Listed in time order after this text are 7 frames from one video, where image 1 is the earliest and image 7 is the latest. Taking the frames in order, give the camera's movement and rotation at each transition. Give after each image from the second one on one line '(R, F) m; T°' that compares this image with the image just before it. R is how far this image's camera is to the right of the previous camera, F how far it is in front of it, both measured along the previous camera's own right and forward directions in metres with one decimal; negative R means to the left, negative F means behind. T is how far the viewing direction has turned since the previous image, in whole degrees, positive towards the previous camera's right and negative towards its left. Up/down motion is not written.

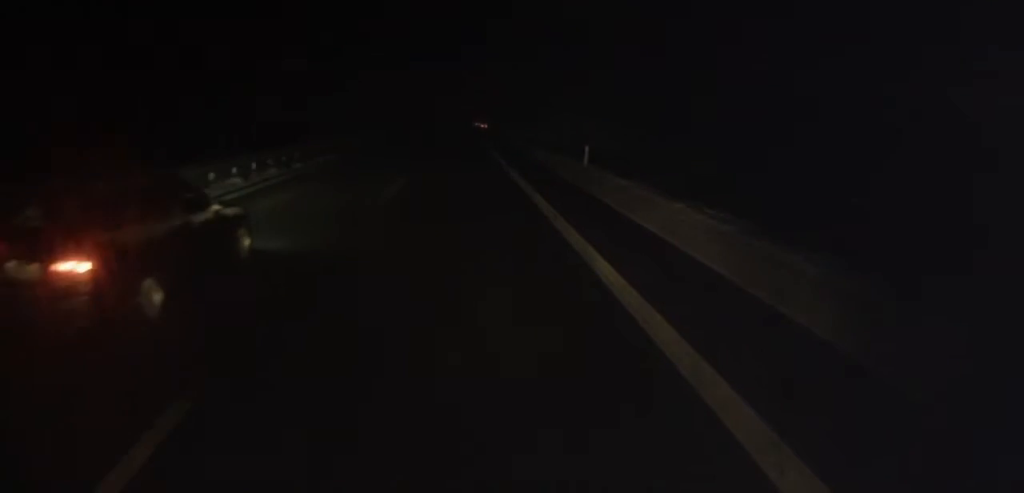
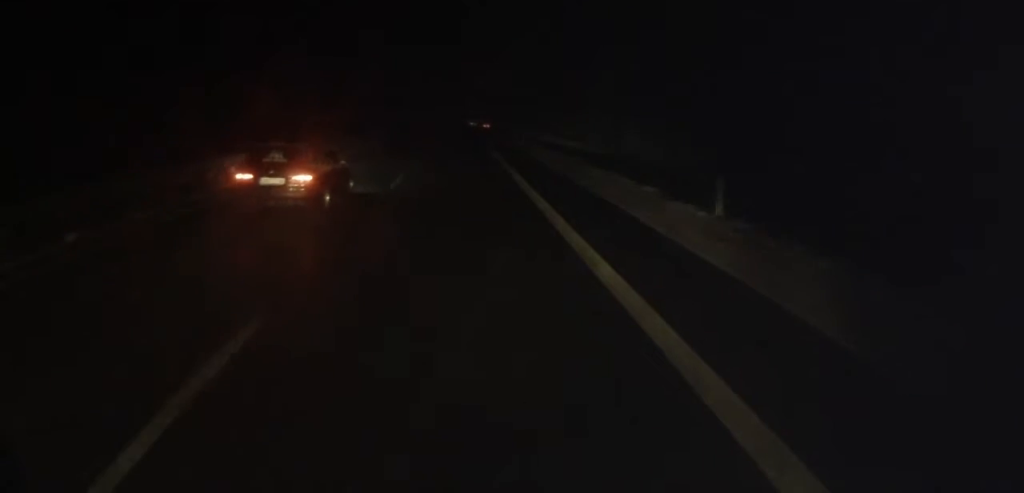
(-0.2, +16.0) m; -1°
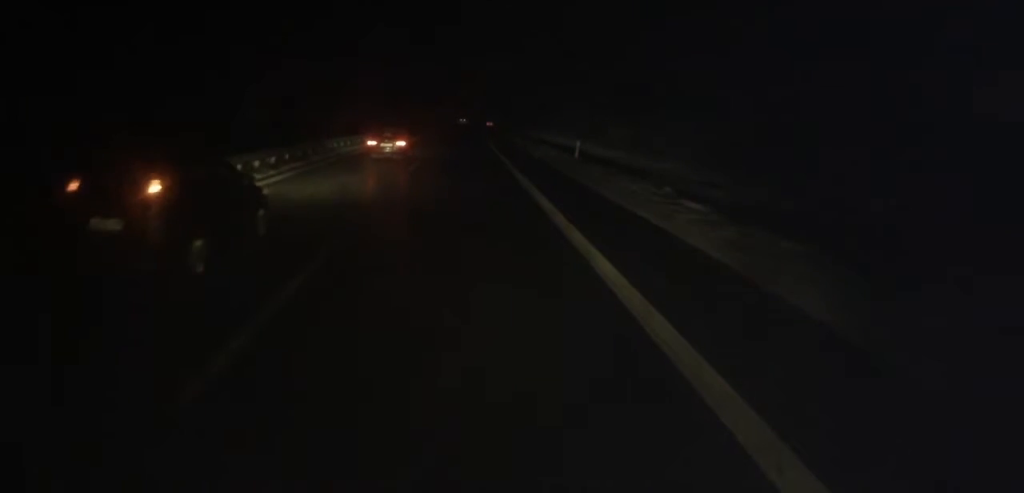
(+0.1, +31.5) m; 0°
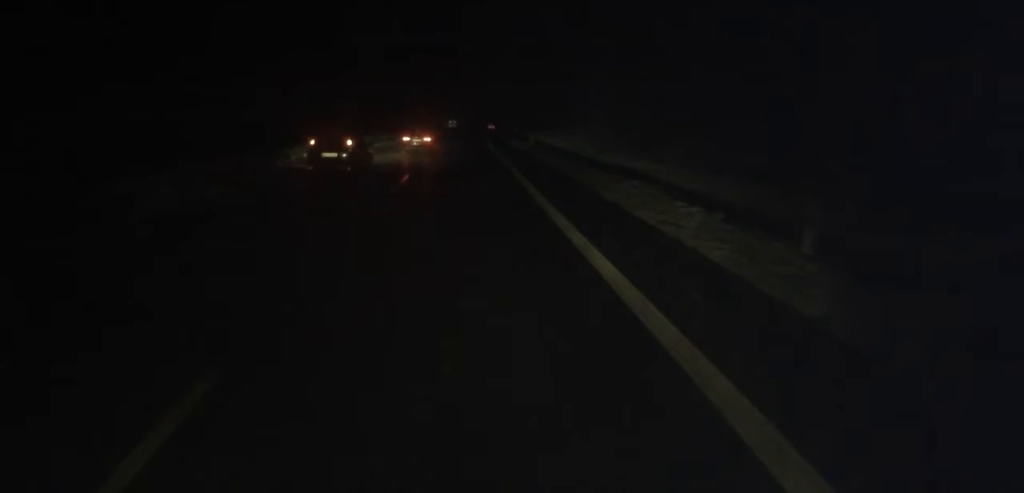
(-0.3, +22.9) m; +1°
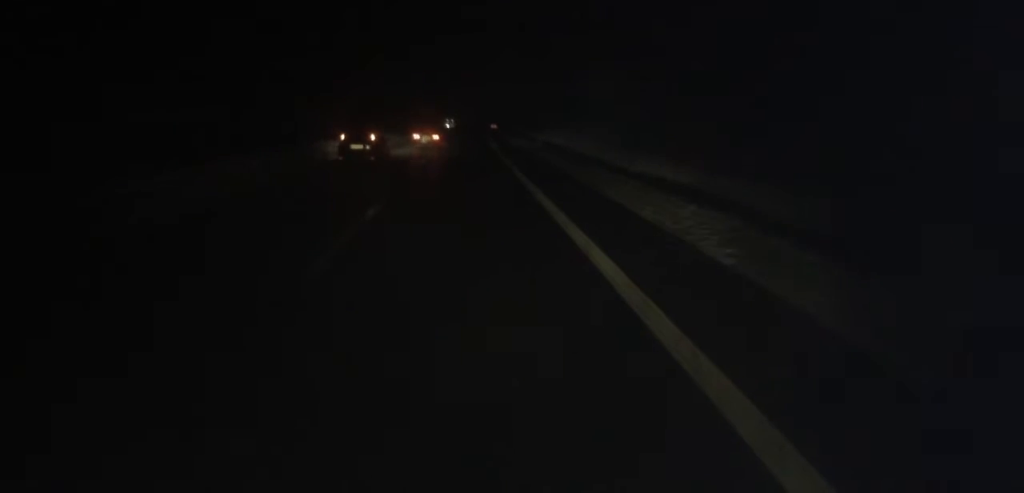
(+0.1, +8.0) m; +1°
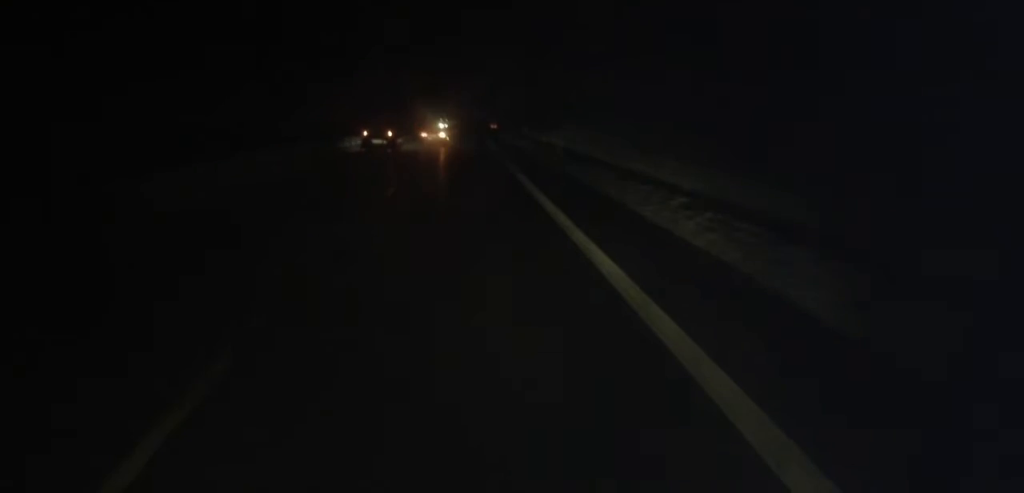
(+0.1, +9.2) m; 0°
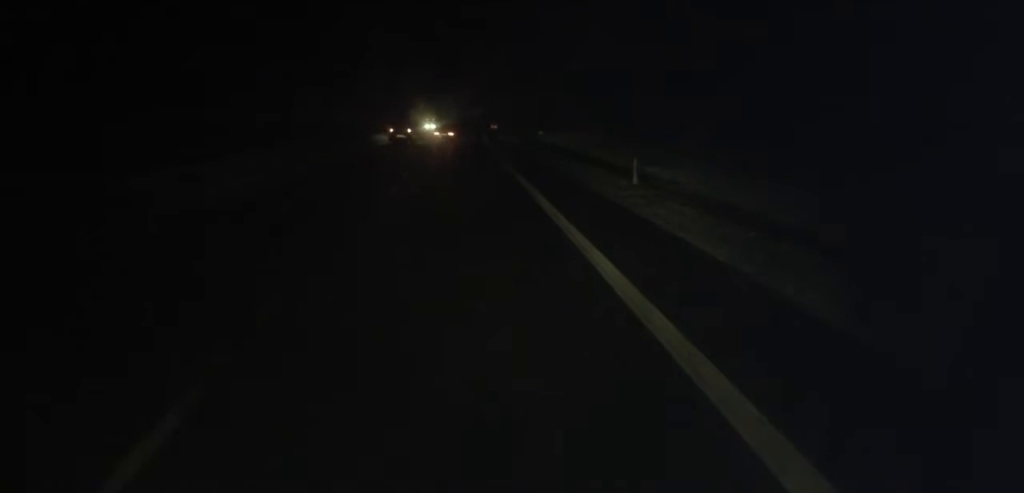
(0.0, +17.9) m; 0°
